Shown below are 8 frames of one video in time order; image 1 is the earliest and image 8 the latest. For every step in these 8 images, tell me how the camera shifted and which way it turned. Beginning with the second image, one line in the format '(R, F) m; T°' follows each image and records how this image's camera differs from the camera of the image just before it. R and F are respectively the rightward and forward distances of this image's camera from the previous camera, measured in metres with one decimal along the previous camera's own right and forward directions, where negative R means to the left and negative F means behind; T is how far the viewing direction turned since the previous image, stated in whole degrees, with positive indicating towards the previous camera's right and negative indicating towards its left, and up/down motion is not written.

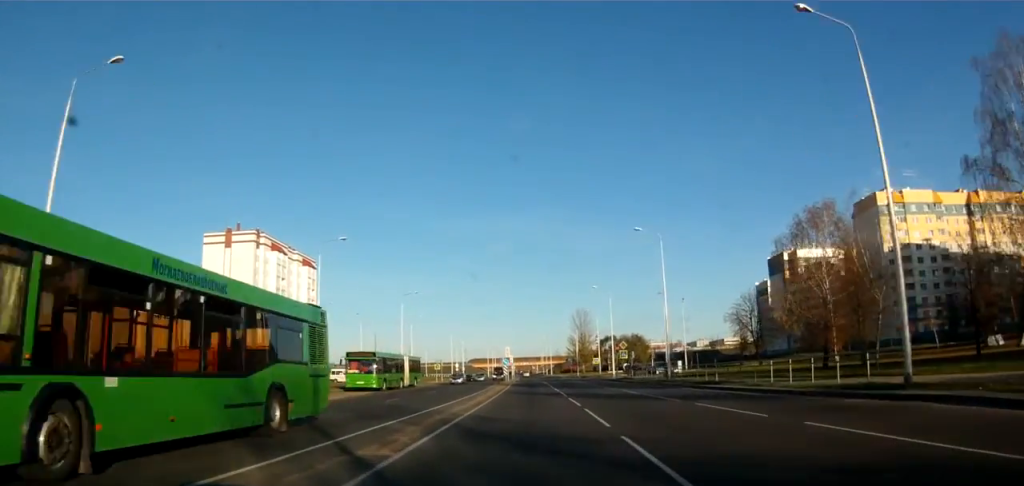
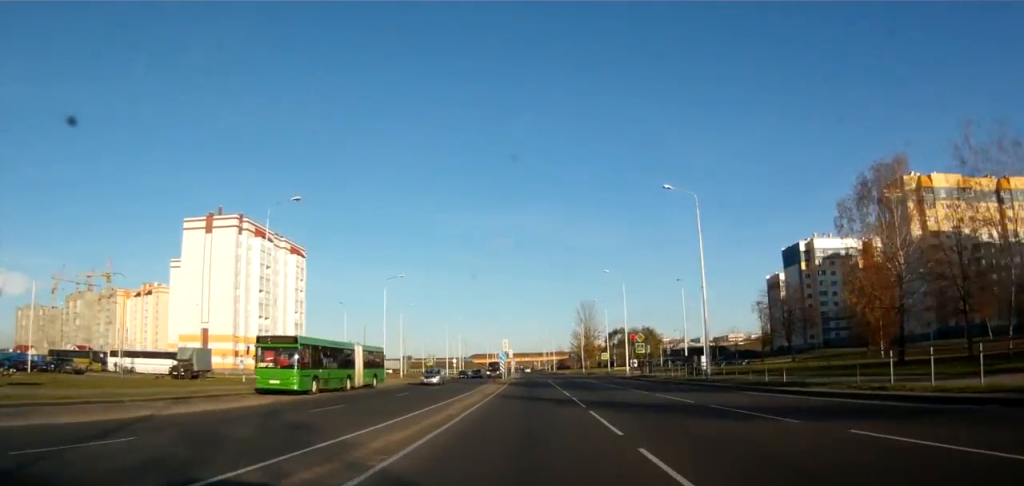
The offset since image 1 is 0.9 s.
(-0.2, +10.7) m; 0°
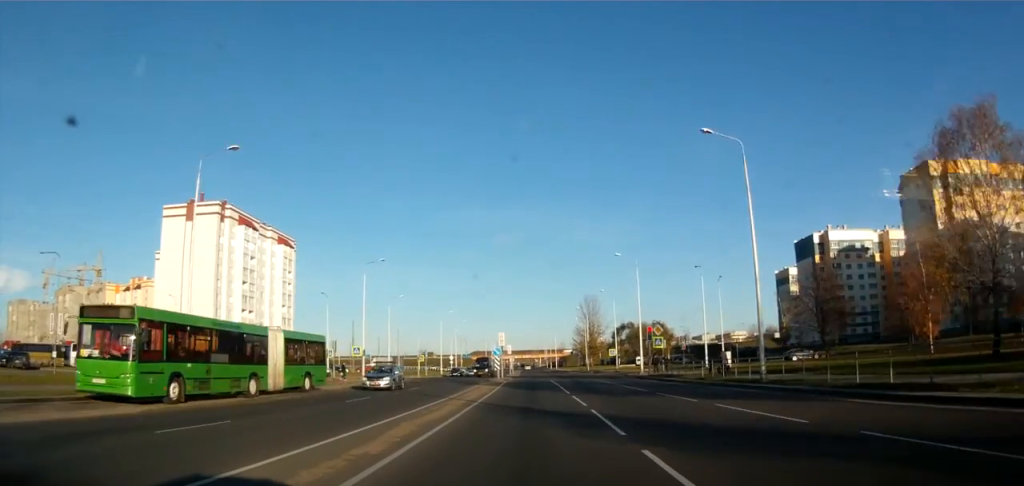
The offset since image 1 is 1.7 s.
(+0.2, +9.1) m; +1°
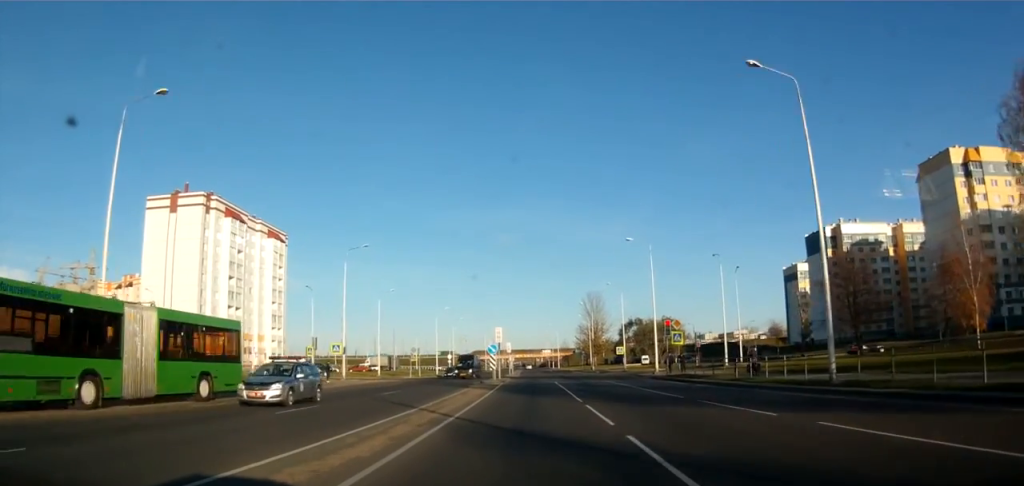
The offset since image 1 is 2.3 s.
(+0.1, +6.8) m; +1°
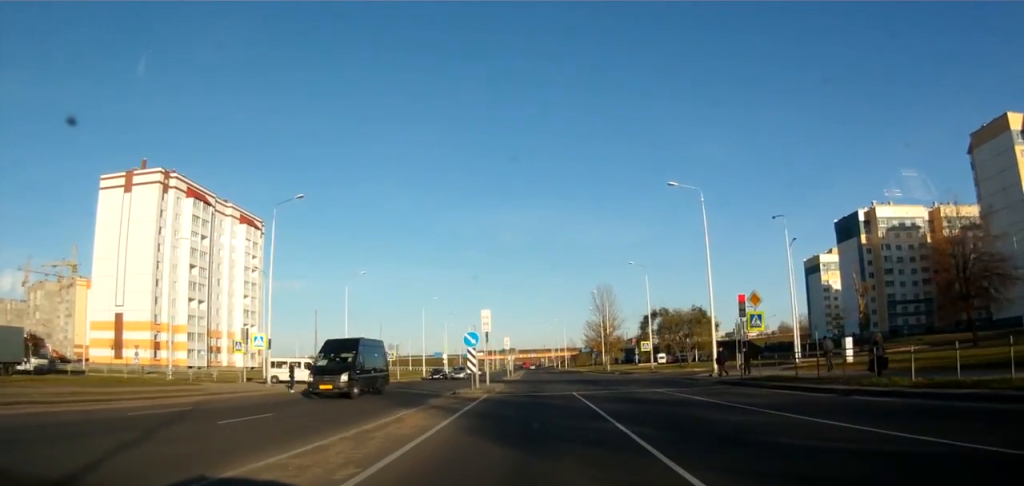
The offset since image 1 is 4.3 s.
(+0.2, +17.6) m; +1°
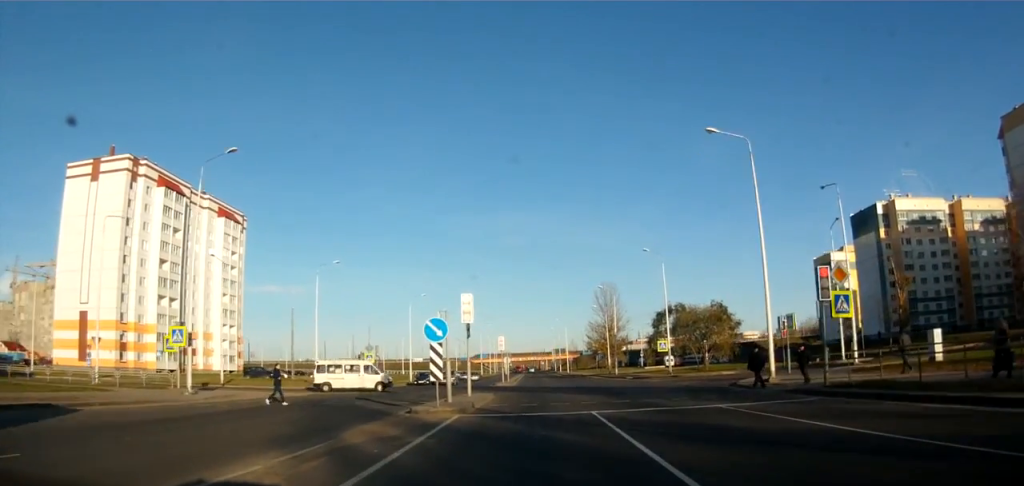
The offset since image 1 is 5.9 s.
(-0.5, +10.0) m; -2°
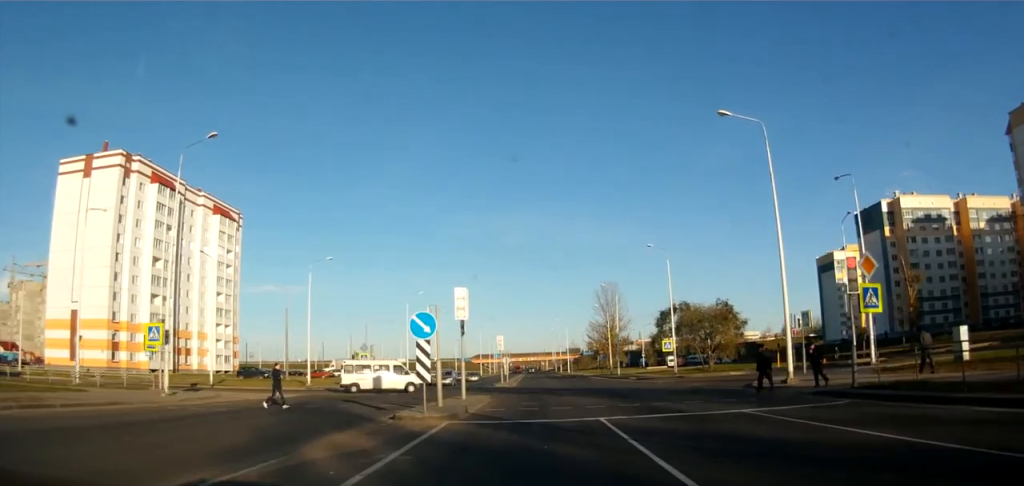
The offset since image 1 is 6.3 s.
(0.0, +2.3) m; +1°
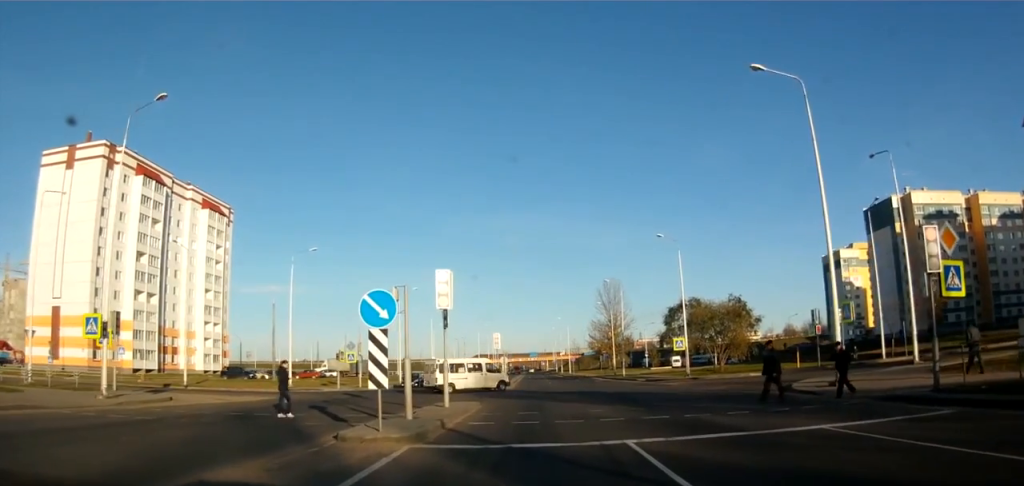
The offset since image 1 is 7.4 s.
(+0.3, +4.7) m; +2°
